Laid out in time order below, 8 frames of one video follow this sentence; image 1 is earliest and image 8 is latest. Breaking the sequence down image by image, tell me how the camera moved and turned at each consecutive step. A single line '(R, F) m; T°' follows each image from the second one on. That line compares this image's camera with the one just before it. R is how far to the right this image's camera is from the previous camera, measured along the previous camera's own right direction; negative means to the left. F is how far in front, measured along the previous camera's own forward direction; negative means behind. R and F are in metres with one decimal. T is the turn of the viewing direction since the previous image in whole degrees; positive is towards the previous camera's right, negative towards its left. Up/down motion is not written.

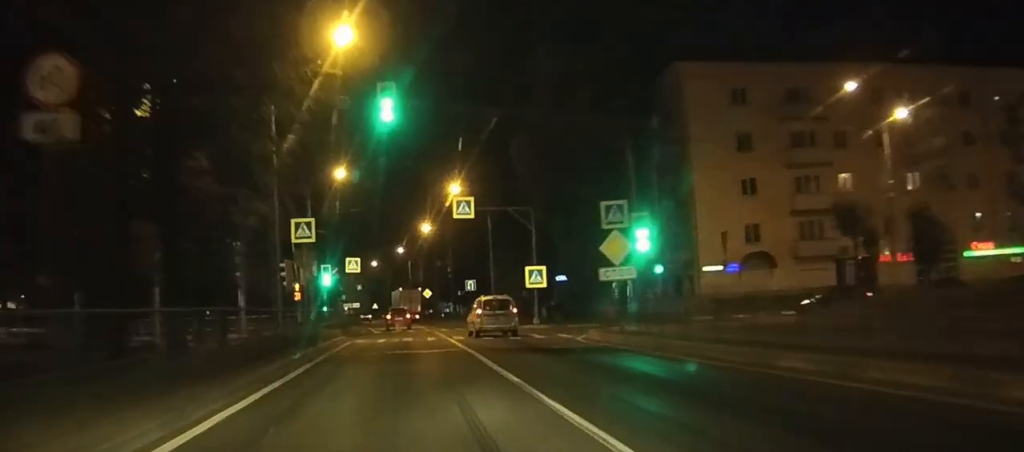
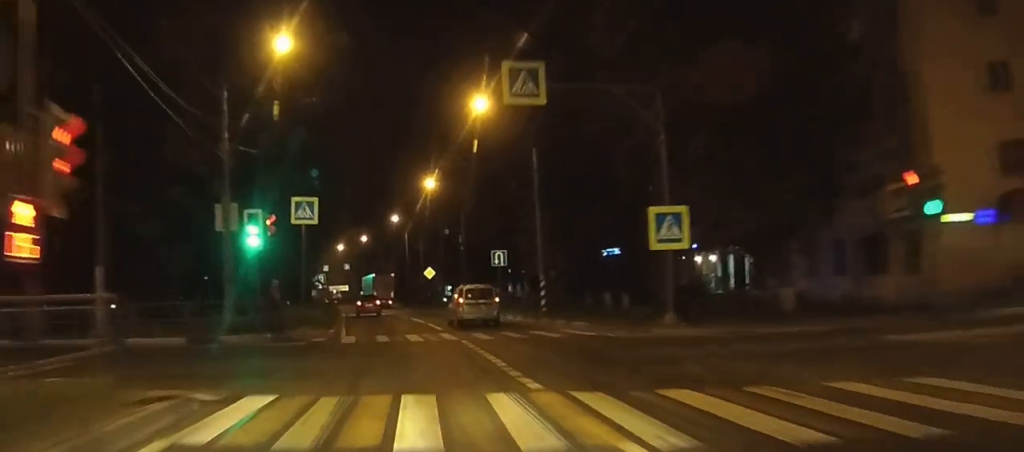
(0.0, +26.6) m; 0°
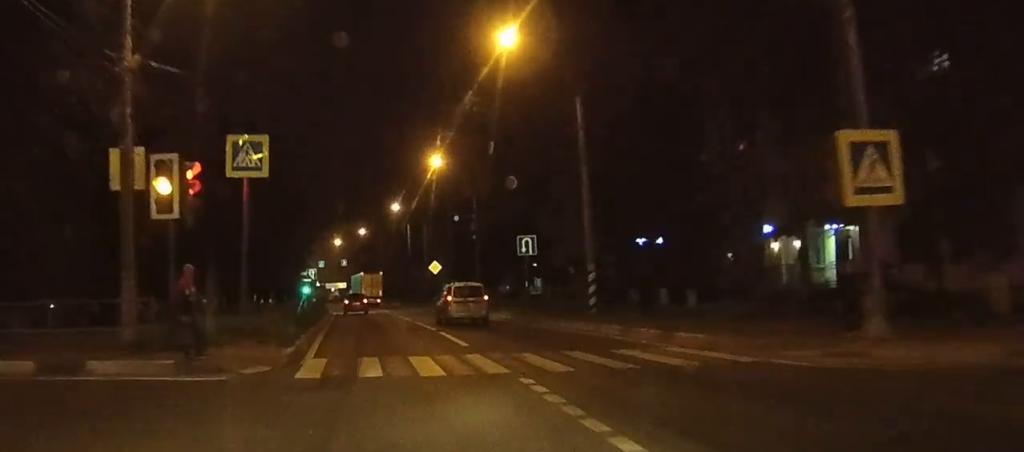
(-0.1, +11.2) m; 0°
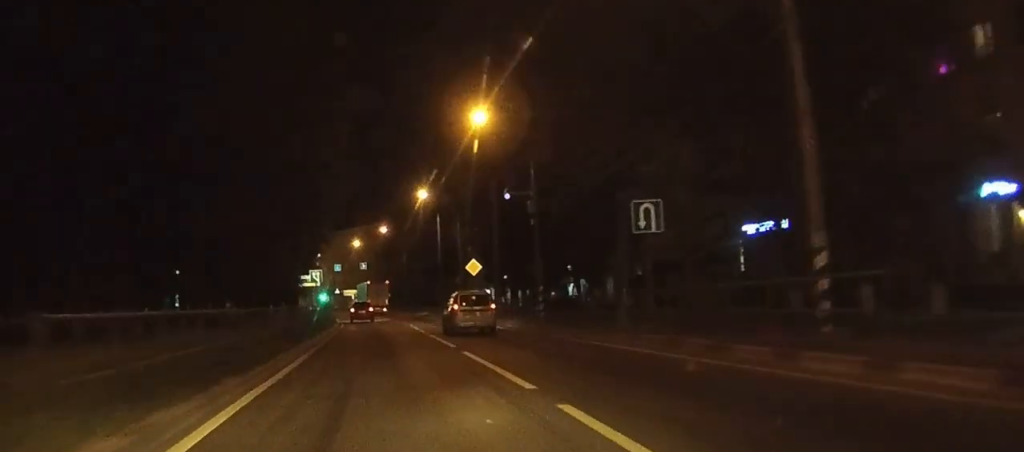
(0.0, +17.8) m; -2°
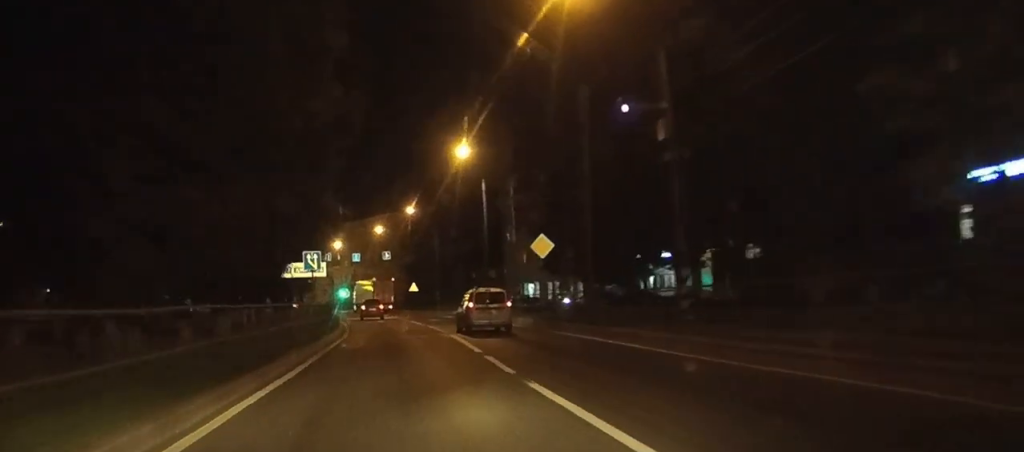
(-0.5, +19.5) m; -1°
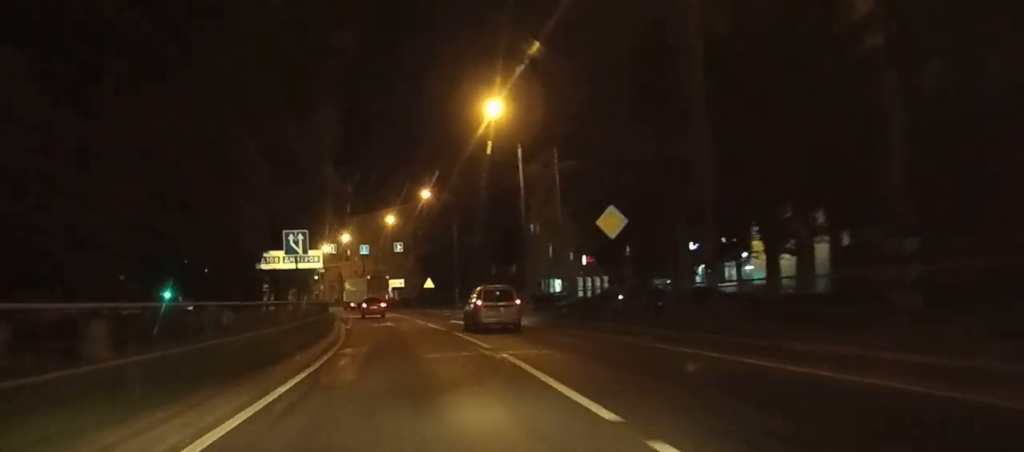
(+0.1, +12.0) m; 0°
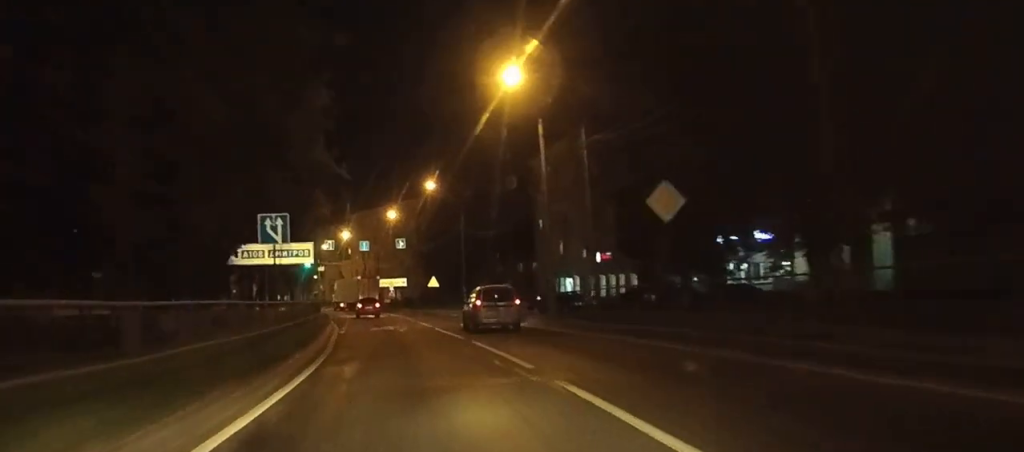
(-0.1, +6.3) m; -1°
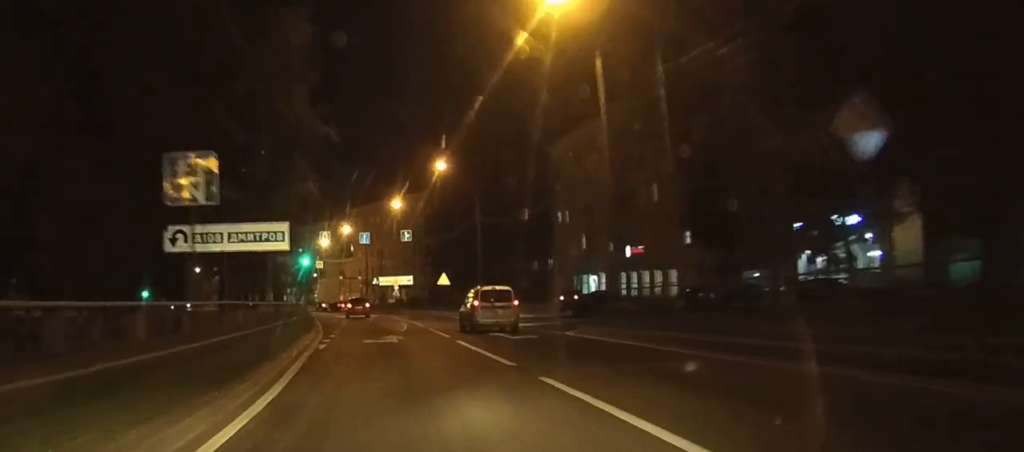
(-0.1, +11.1) m; -1°
